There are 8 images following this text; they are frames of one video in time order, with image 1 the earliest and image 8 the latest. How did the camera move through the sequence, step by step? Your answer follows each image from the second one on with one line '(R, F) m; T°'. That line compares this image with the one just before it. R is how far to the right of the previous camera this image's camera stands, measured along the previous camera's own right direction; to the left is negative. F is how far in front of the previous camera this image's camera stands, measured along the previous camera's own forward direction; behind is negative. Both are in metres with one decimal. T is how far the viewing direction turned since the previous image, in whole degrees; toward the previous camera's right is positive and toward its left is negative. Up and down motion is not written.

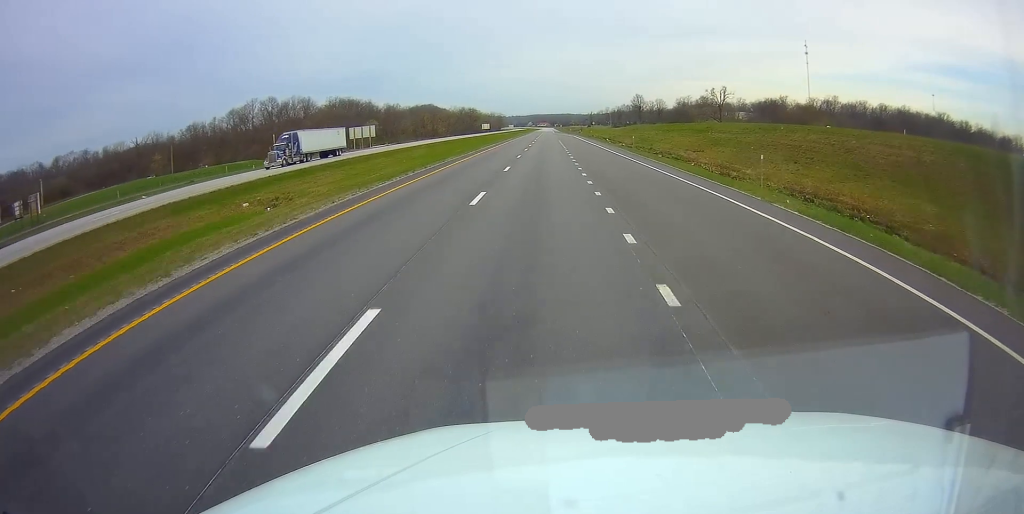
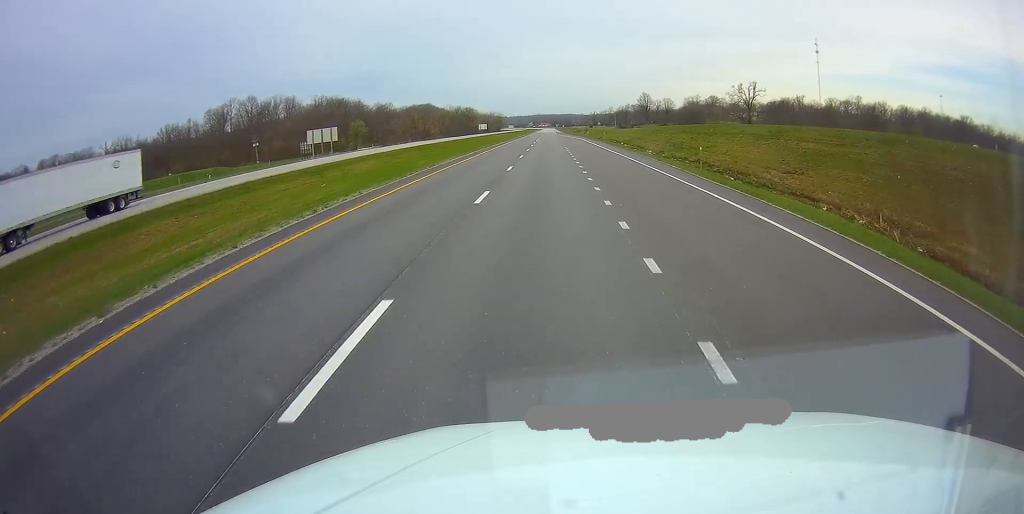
(0.0, +23.8) m; 0°
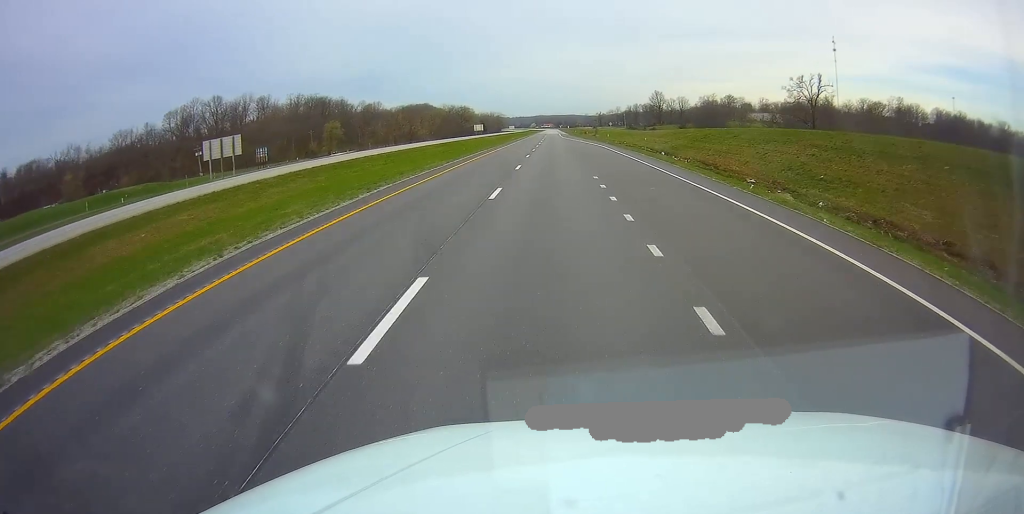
(-0.2, +35.1) m; 0°
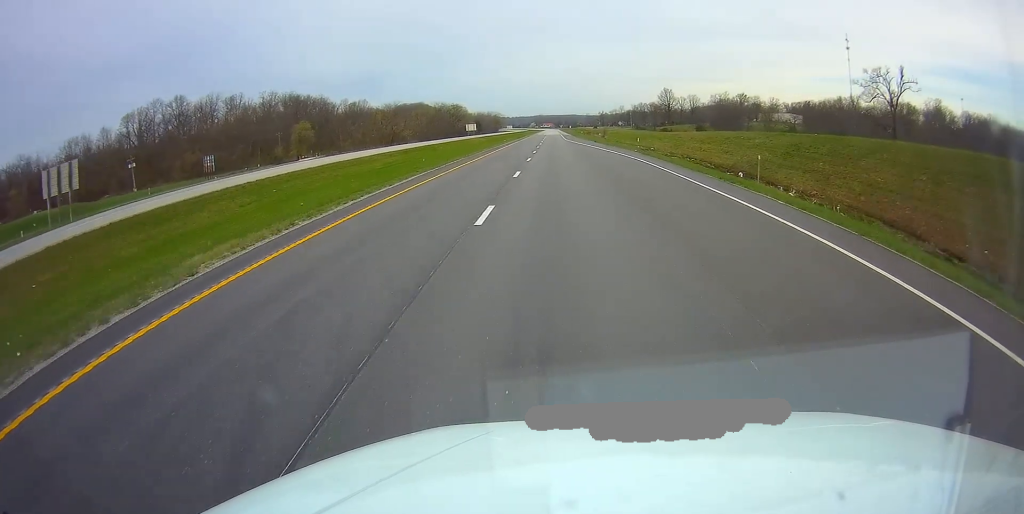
(0.0, +28.9) m; 0°
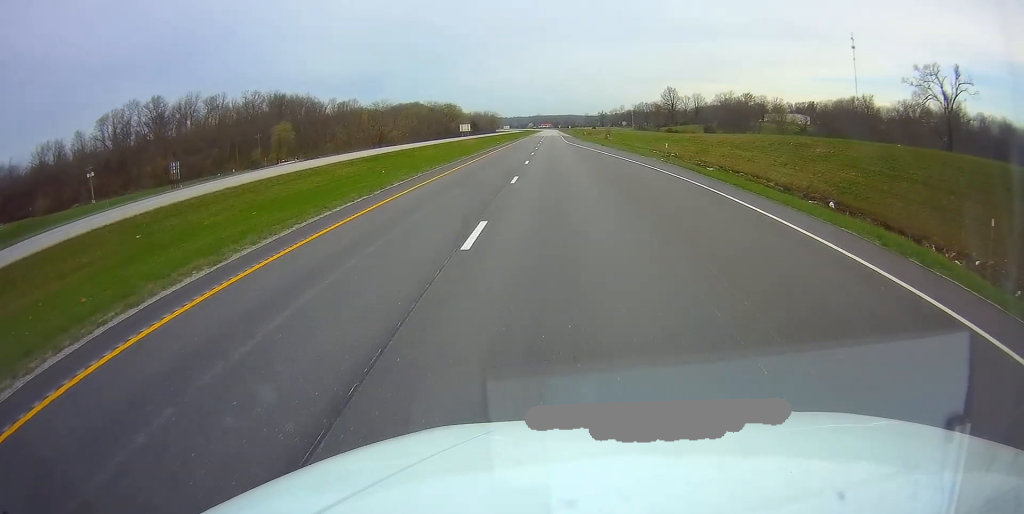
(0.0, +14.5) m; 0°
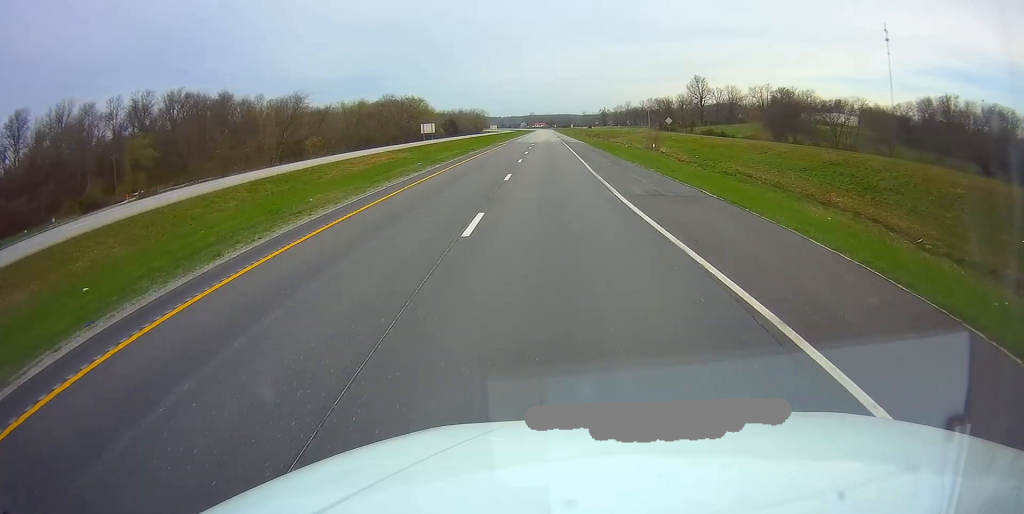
(+0.1, +71.4) m; 0°
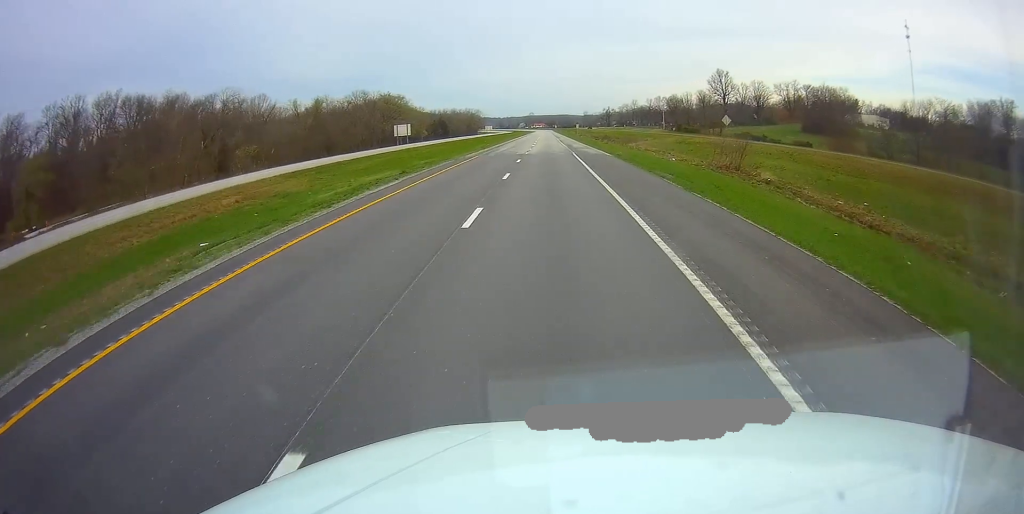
(+0.4, +34.2) m; 0°
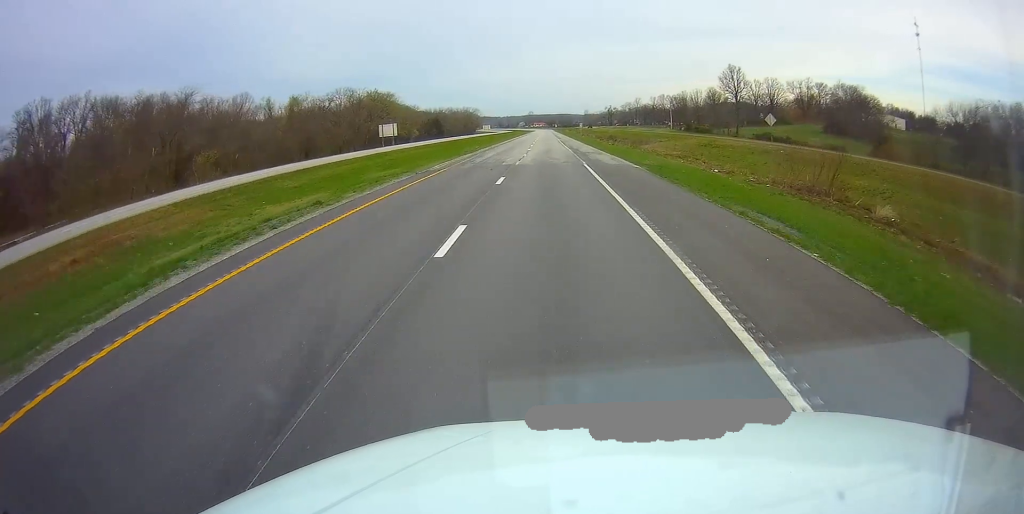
(-0.1, +14.5) m; 0°
